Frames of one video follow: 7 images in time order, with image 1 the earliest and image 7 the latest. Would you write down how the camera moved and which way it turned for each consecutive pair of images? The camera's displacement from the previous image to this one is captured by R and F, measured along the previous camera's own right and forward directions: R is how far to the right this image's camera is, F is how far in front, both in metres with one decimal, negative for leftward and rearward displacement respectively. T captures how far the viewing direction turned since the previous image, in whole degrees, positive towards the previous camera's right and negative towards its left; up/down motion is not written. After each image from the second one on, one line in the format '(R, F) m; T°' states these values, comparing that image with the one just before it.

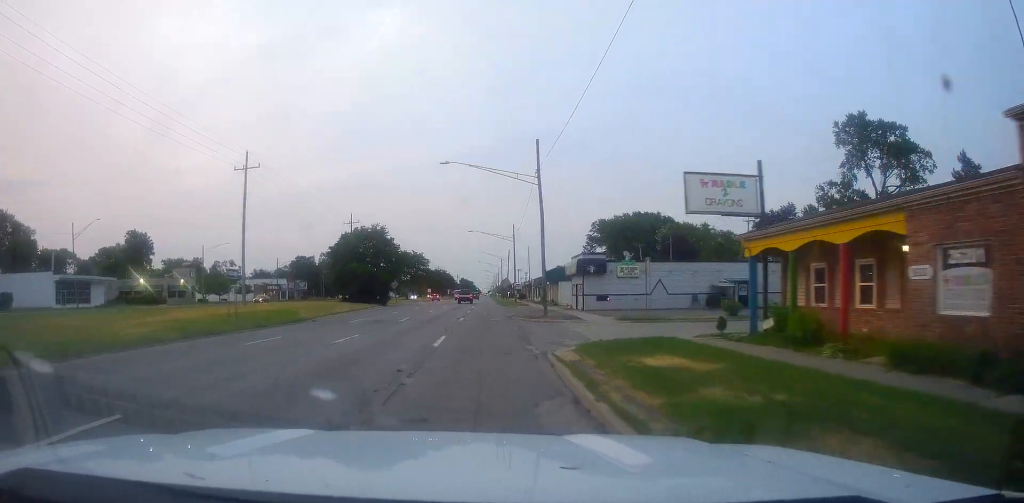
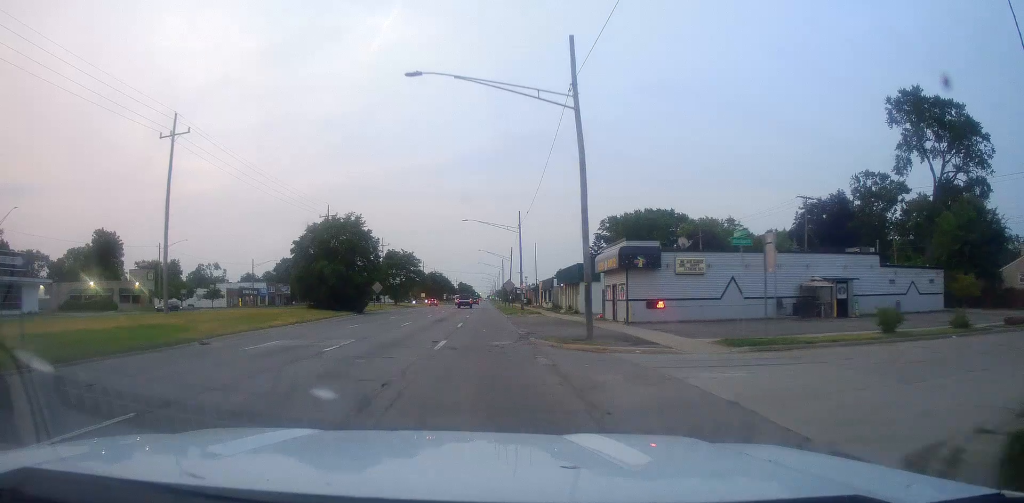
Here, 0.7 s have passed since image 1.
(+0.1, +15.4) m; +1°
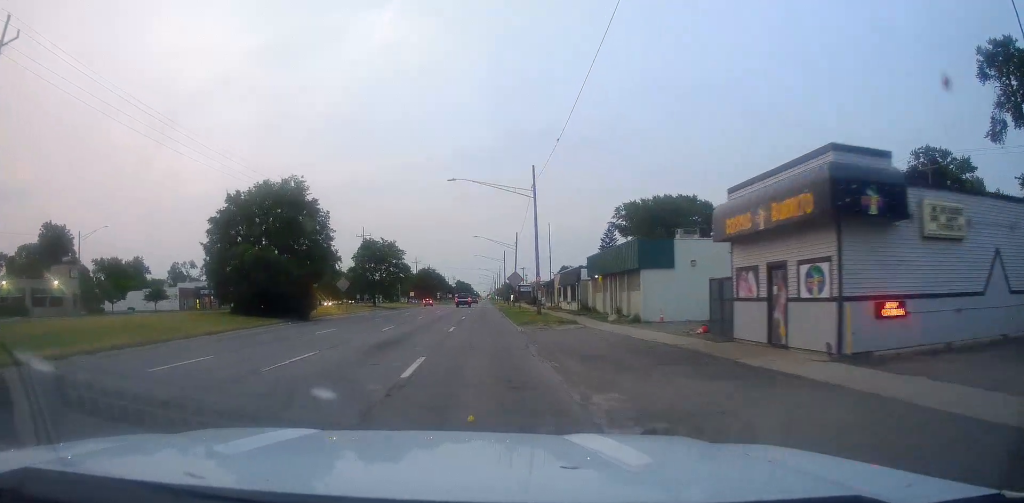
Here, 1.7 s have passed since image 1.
(+0.2, +20.8) m; 0°
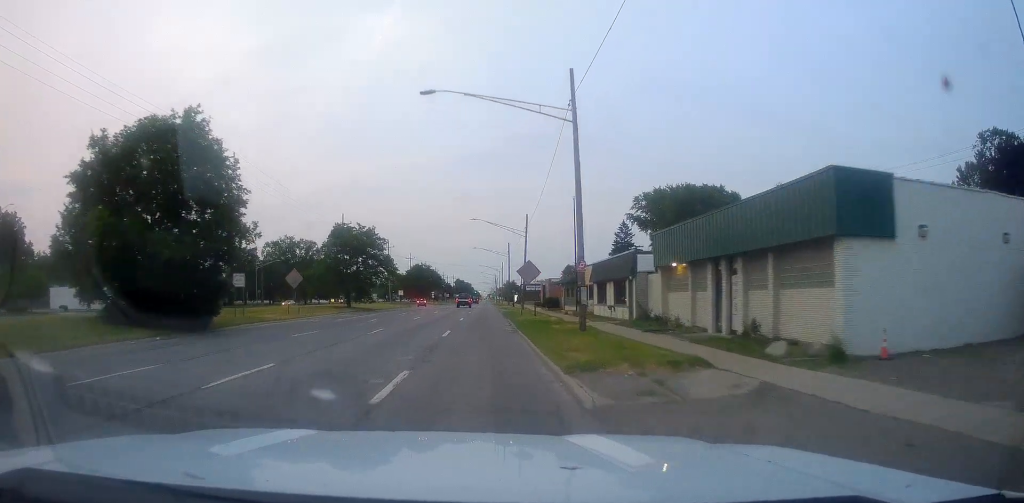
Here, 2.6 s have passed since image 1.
(-0.1, +18.0) m; -1°
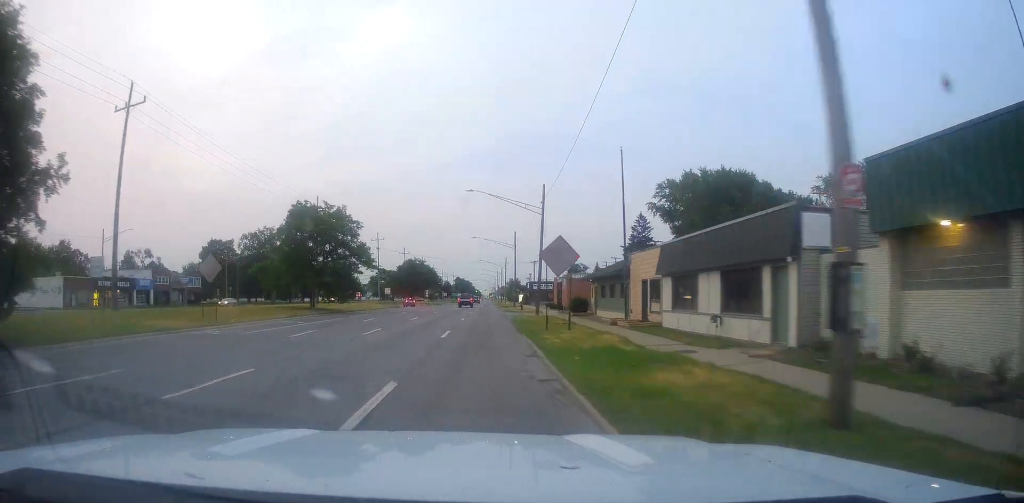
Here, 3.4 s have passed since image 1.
(-0.2, +16.6) m; 0°
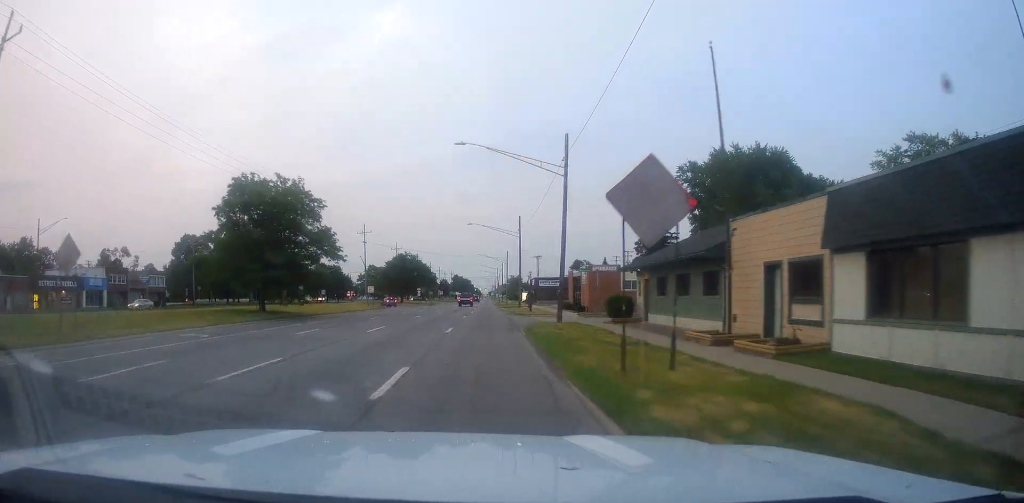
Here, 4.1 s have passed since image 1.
(-0.1, +13.8) m; +1°
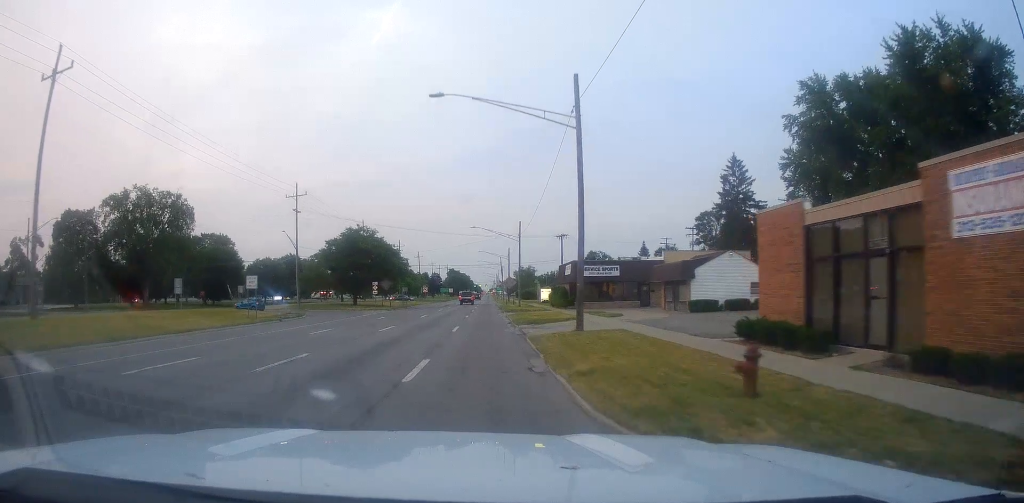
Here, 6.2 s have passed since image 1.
(0.0, +44.0) m; 0°
